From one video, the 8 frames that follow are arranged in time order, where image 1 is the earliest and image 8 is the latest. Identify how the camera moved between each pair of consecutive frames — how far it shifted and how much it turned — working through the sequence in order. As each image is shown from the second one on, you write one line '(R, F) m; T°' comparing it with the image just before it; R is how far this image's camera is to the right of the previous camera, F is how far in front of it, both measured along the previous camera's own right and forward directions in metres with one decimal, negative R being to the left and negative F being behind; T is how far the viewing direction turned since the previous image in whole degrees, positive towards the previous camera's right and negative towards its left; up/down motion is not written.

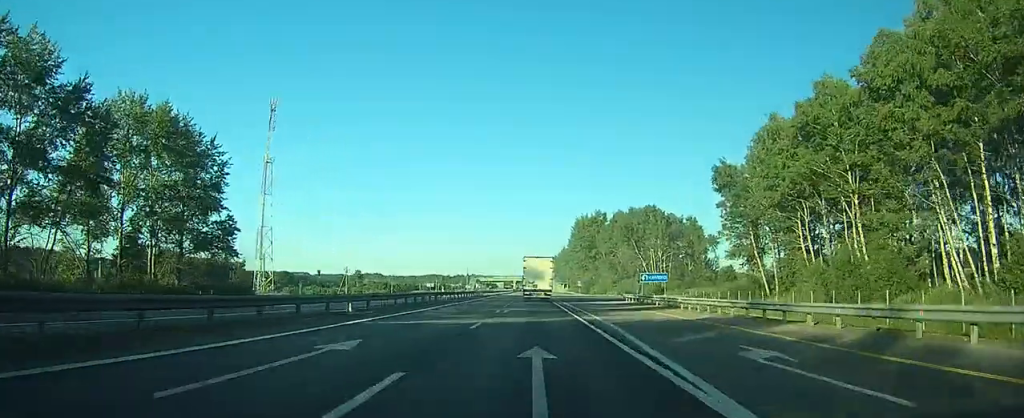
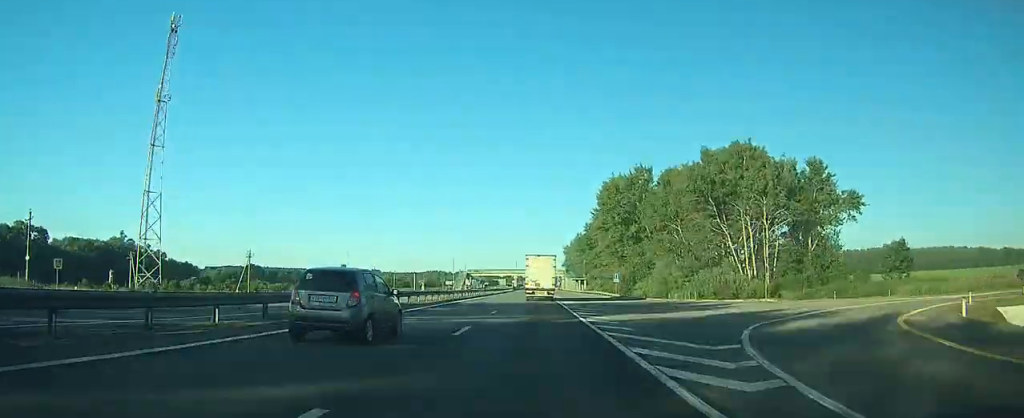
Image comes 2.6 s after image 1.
(+0.3, +61.7) m; 0°
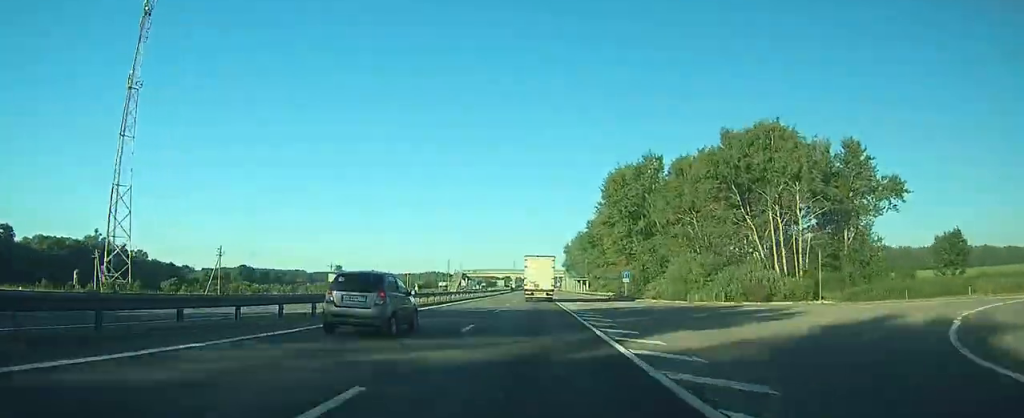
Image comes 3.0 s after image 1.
(-0.1, +10.6) m; 0°
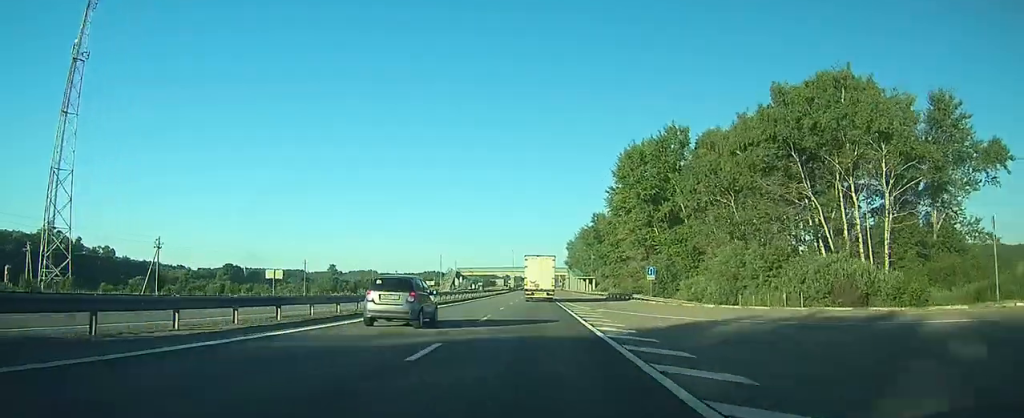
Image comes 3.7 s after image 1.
(-0.1, +18.0) m; 0°
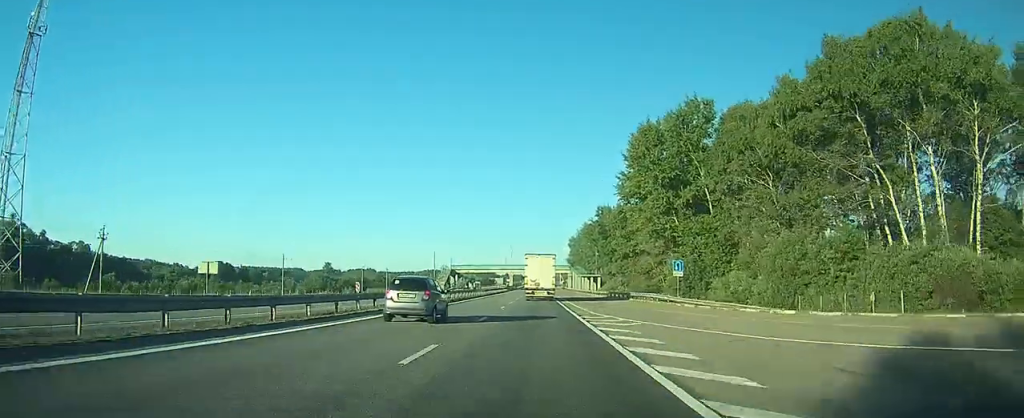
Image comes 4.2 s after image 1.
(0.0, +12.4) m; 0°
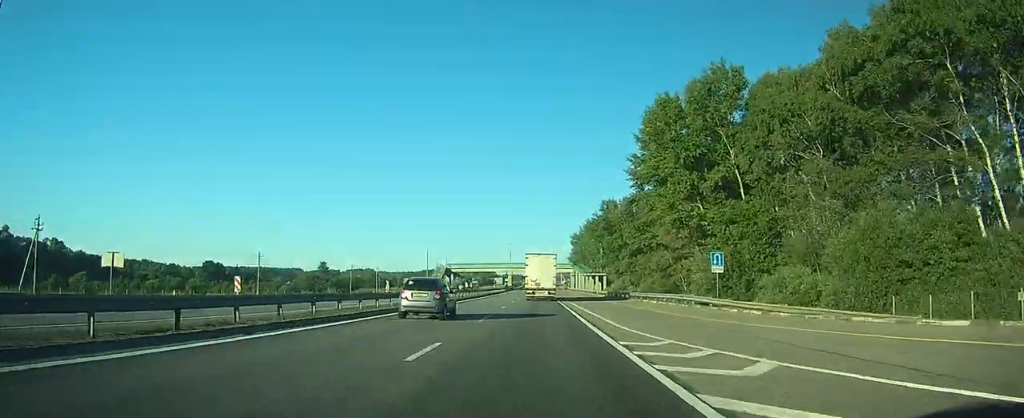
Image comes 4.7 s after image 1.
(0.0, +11.5) m; 0°
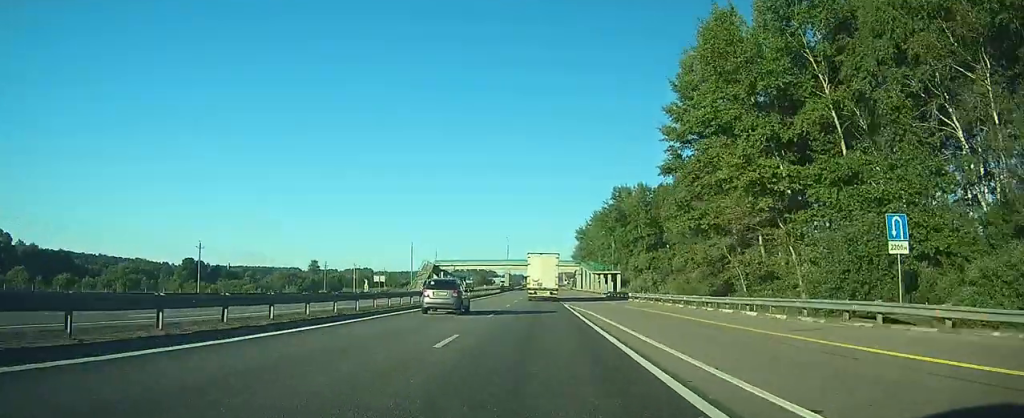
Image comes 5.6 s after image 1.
(+0.1, +21.6) m; 0°
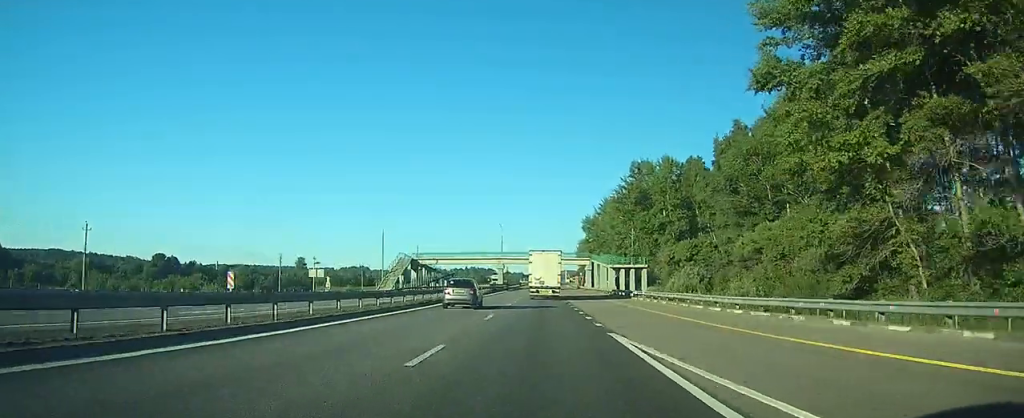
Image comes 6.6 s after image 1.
(-0.1, +26.7) m; 0°
